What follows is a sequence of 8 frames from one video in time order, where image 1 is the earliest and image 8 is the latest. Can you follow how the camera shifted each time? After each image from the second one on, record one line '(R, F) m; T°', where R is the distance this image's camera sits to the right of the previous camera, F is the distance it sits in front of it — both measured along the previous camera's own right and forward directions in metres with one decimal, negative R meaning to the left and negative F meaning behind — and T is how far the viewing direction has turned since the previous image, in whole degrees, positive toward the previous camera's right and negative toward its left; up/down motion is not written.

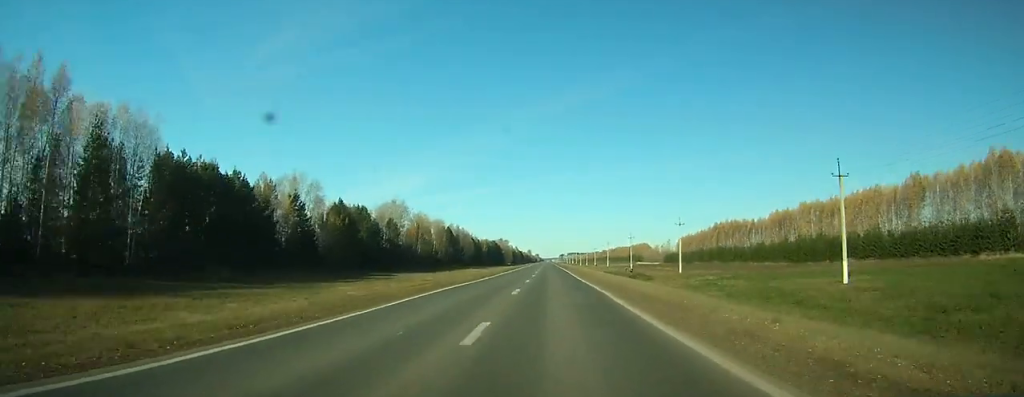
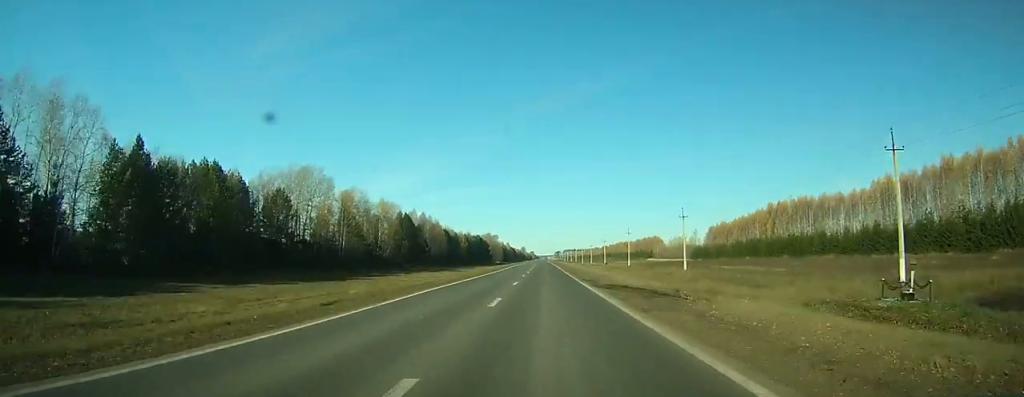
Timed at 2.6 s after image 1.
(+0.3, +62.2) m; 0°
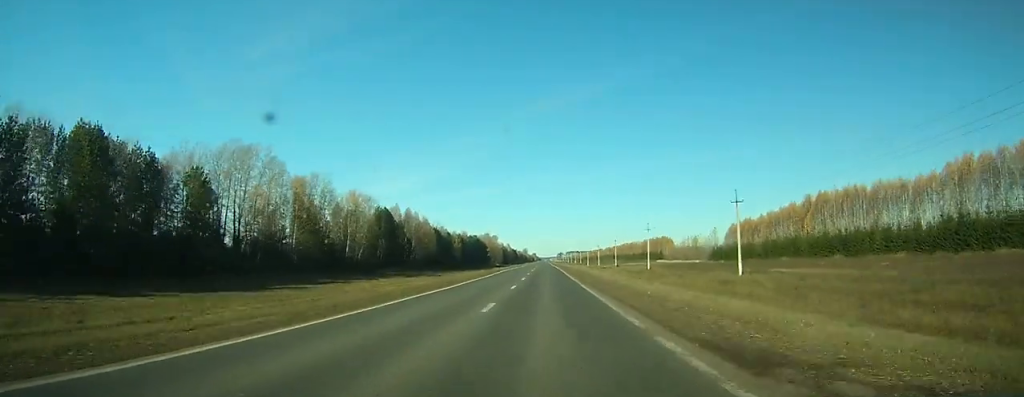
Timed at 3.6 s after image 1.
(0.0, +23.9) m; 0°
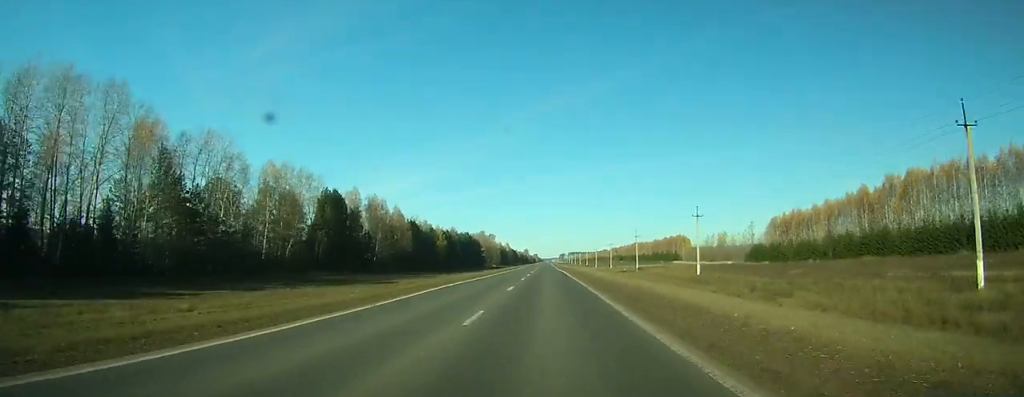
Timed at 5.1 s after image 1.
(-0.1, +38.6) m; 0°
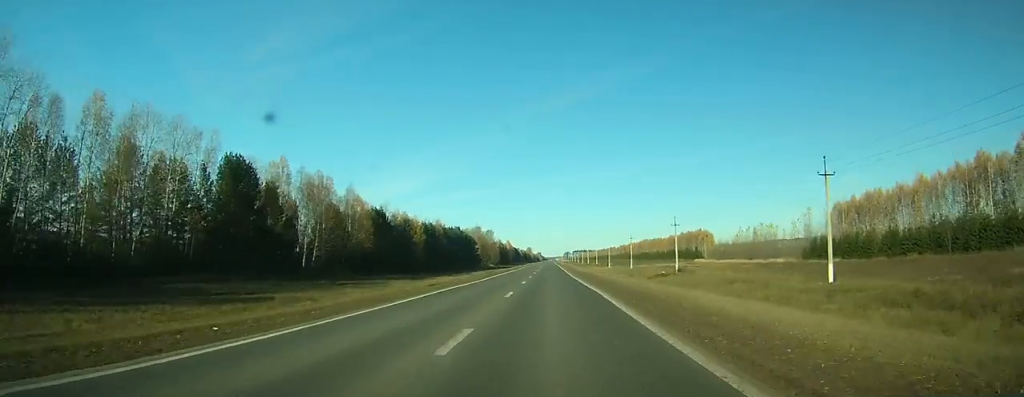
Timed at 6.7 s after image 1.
(-0.1, +40.3) m; 0°
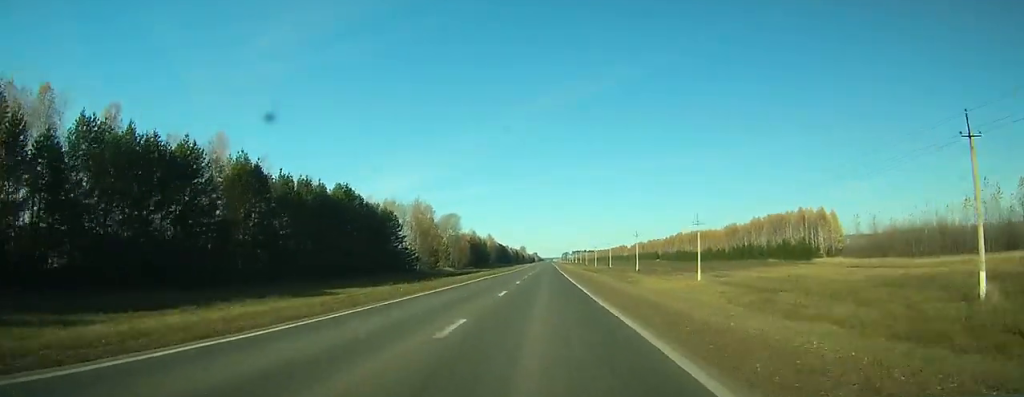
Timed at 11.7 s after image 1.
(-0.4, +128.1) m; 0°
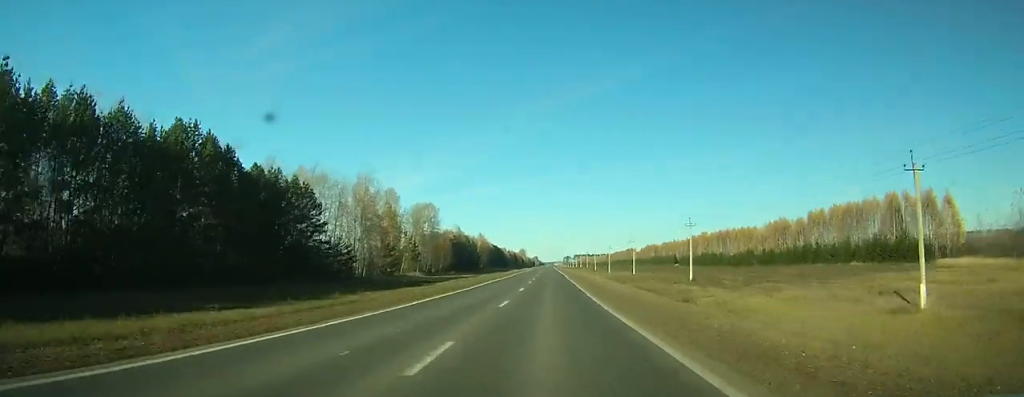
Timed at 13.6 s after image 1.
(0.0, +48.1) m; 0°
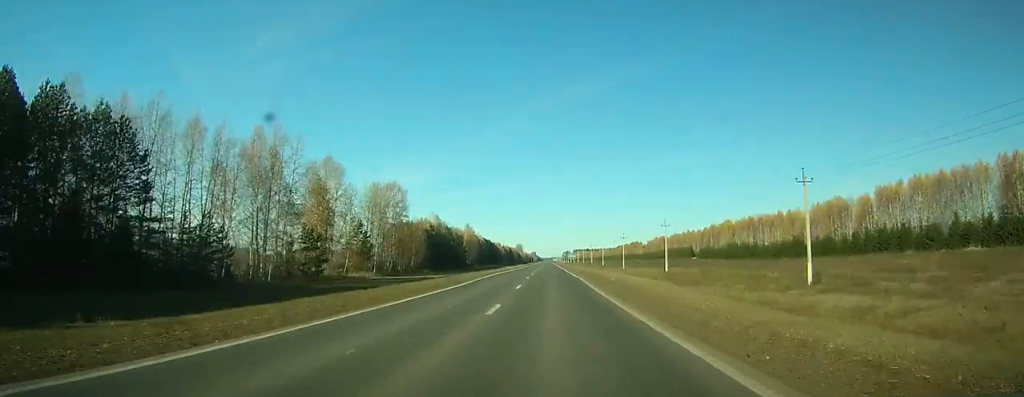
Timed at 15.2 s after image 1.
(+0.1, +40.3) m; 0°
